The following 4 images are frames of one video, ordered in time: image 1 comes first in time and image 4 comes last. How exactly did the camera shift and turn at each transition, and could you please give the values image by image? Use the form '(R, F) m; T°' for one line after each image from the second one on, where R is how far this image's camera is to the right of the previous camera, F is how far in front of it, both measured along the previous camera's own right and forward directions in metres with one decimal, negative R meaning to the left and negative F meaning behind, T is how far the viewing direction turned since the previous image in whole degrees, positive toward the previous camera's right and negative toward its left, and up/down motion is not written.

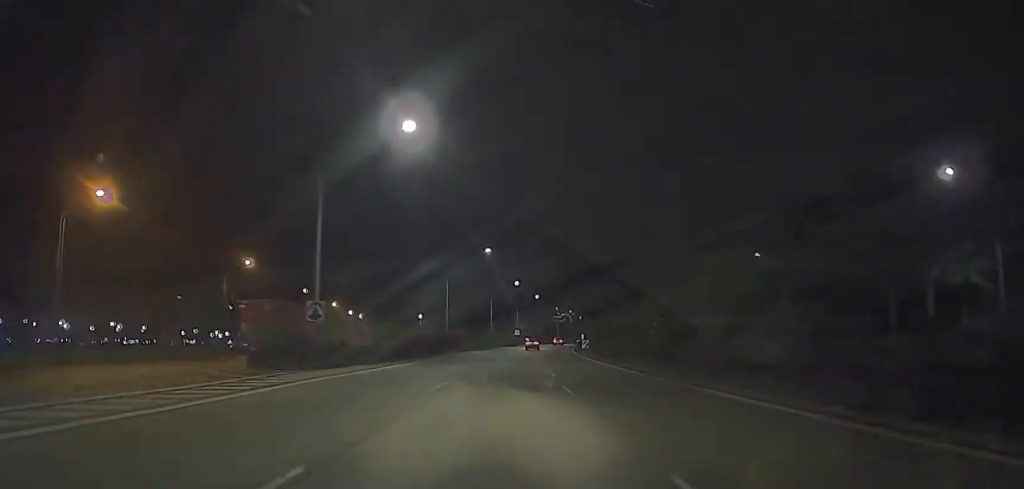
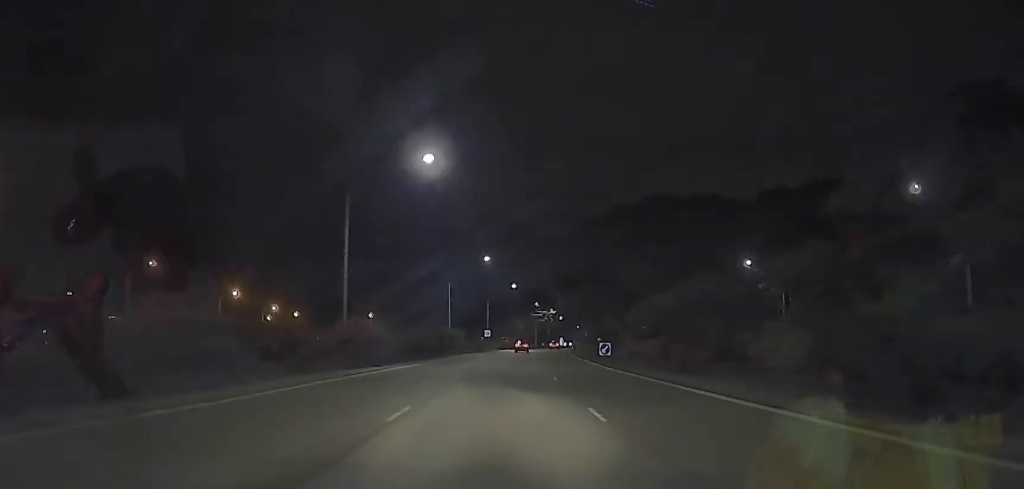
(0.0, +35.9) m; 0°
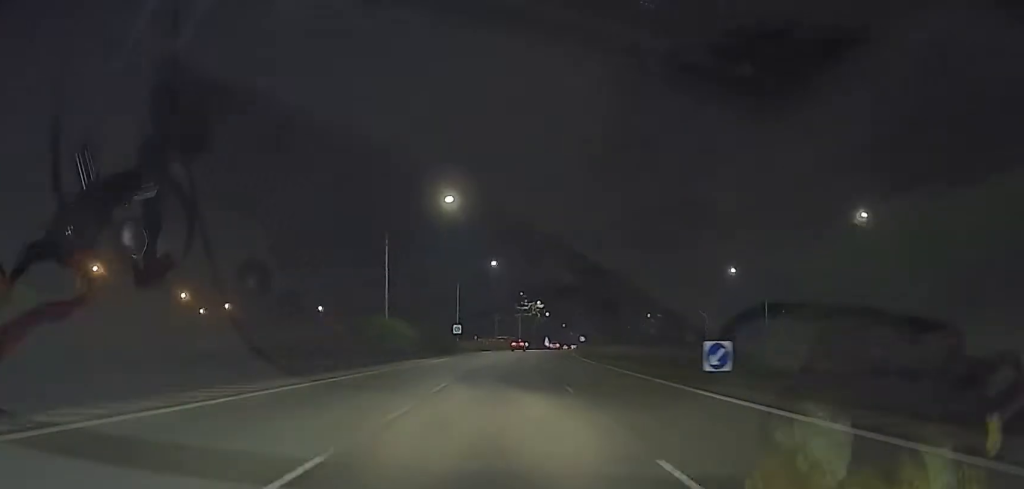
(0.0, +30.7) m; 0°
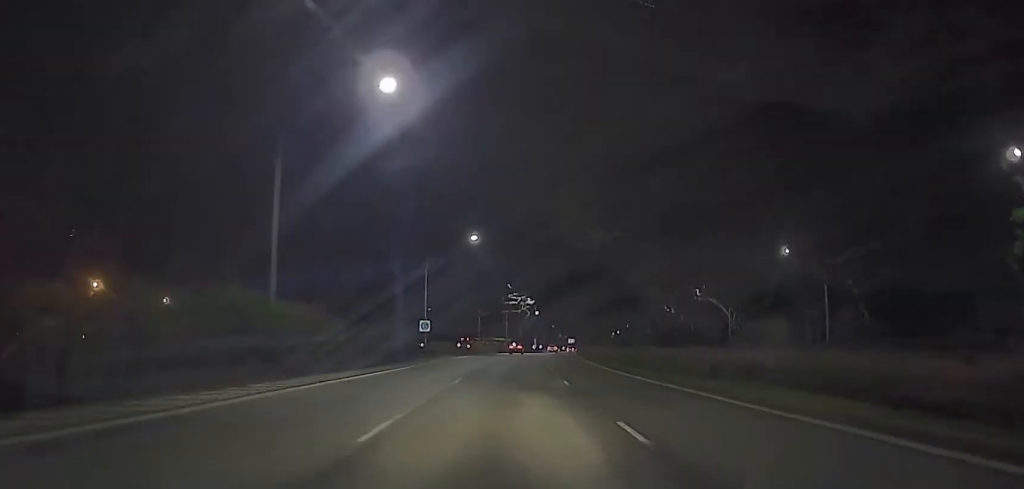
(0.0, +20.6) m; 0°
